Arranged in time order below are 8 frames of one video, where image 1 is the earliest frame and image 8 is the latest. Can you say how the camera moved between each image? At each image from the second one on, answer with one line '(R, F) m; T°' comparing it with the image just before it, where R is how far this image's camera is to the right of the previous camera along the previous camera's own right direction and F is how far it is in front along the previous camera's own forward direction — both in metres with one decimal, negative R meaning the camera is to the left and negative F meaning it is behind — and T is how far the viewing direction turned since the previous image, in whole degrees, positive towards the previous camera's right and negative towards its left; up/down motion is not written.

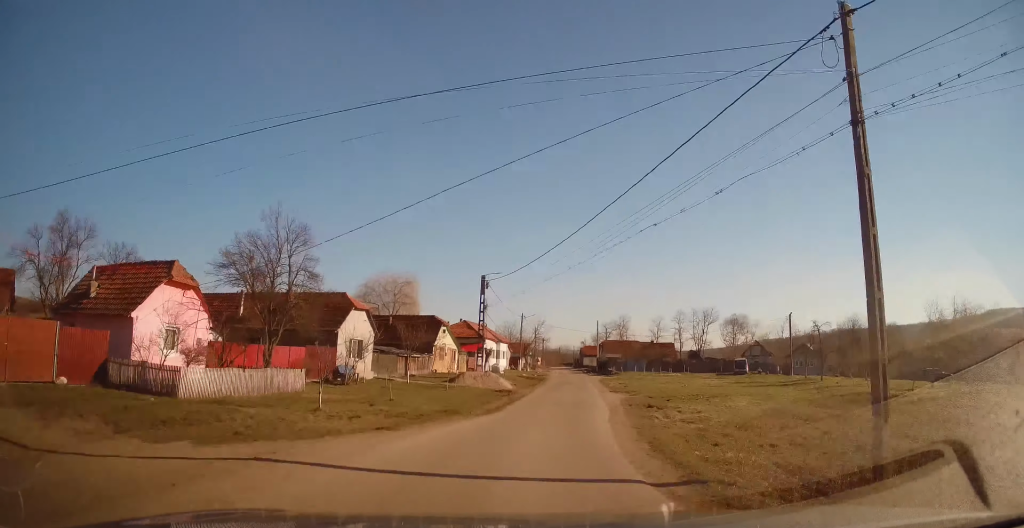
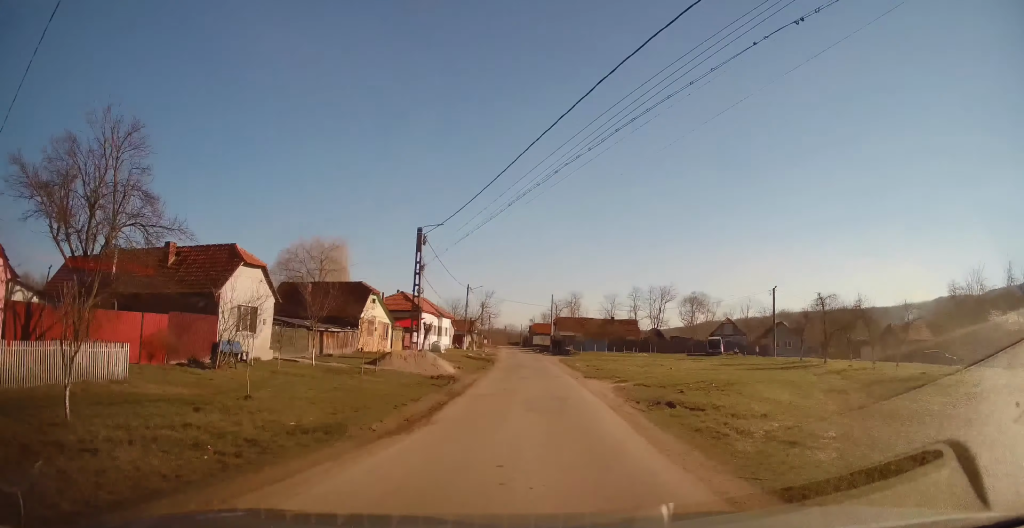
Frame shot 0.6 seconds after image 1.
(+0.3, +9.4) m; +5°
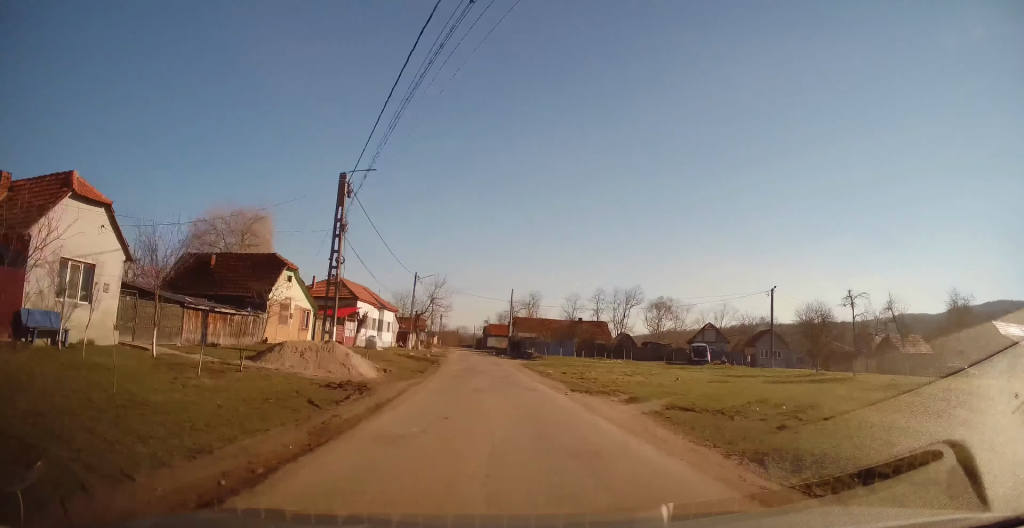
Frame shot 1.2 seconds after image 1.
(+0.6, +9.6) m; +2°
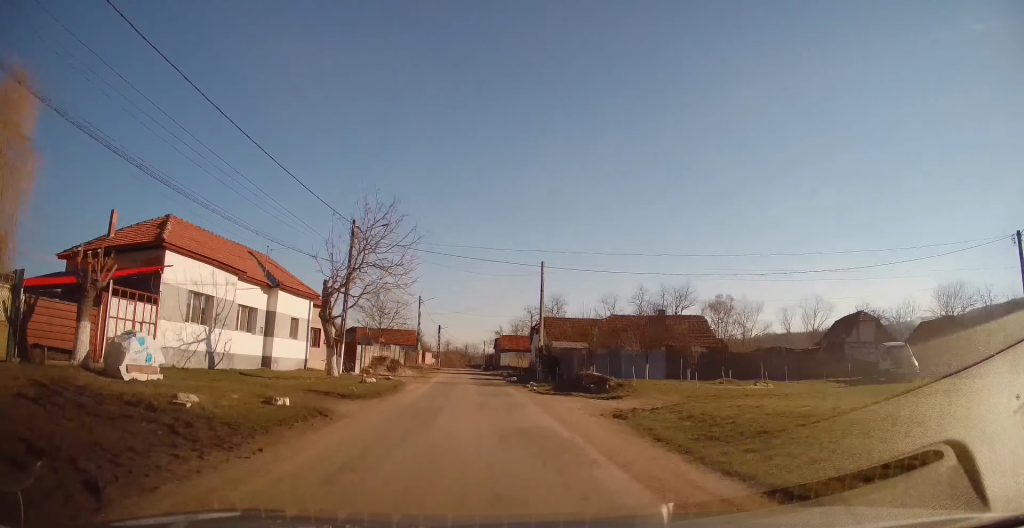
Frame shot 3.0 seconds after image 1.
(+0.9, +29.3) m; +2°
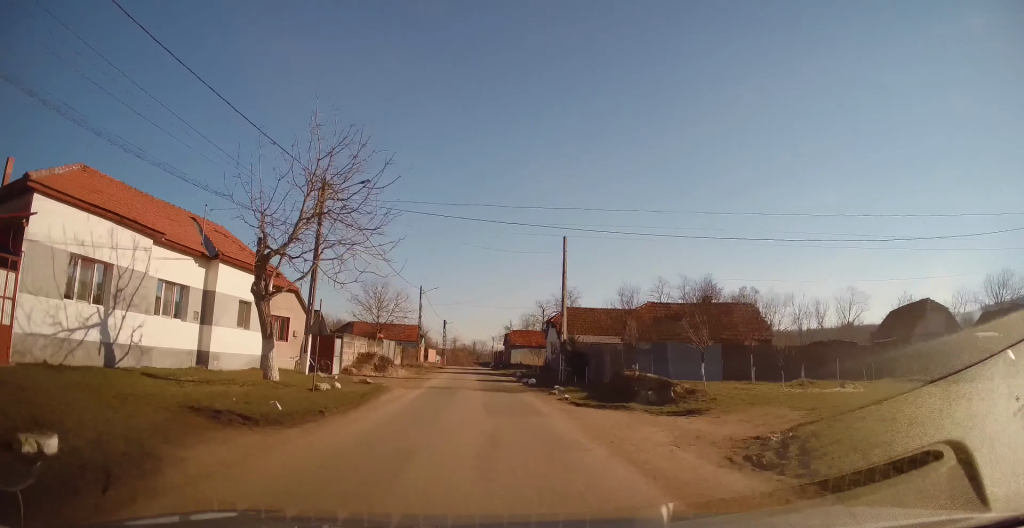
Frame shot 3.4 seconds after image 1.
(+0.1, +6.7) m; 0°
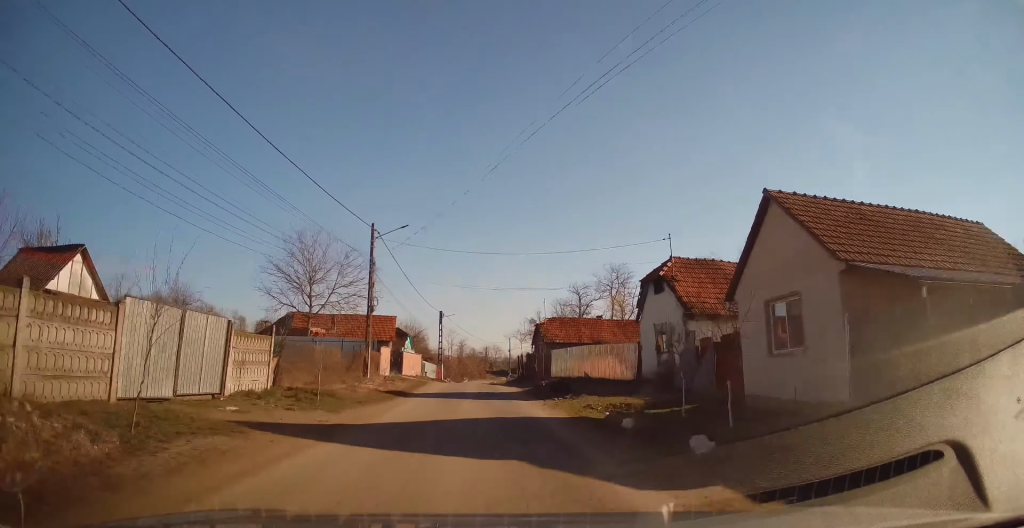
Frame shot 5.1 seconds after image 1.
(-1.0, +29.5) m; -3°
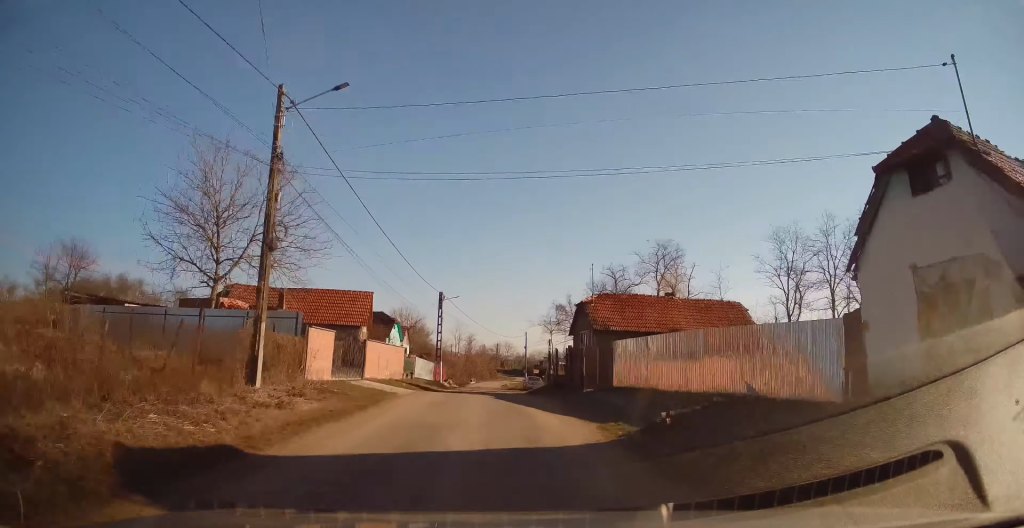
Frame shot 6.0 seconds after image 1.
(-0.2, +14.9) m; -1°
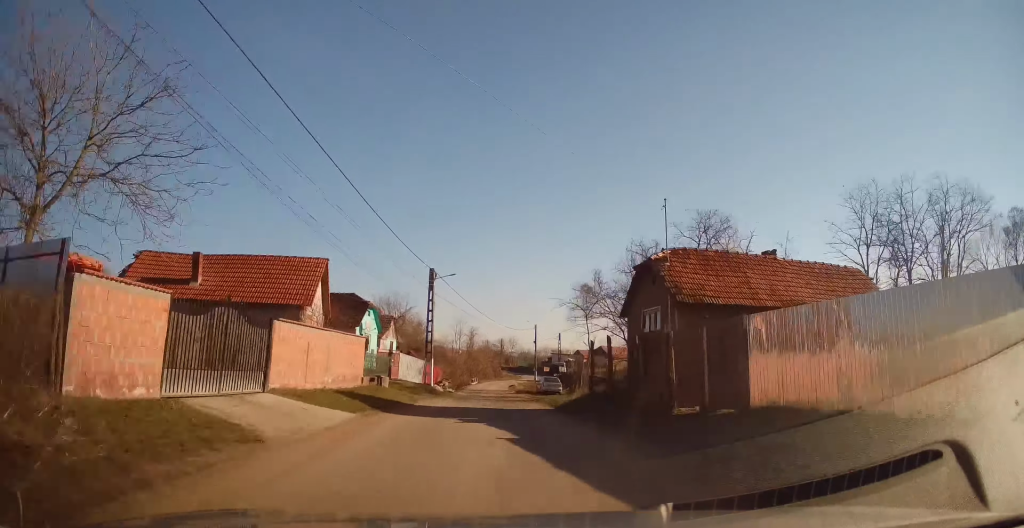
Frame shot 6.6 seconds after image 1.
(-0.1, +10.9) m; 0°
